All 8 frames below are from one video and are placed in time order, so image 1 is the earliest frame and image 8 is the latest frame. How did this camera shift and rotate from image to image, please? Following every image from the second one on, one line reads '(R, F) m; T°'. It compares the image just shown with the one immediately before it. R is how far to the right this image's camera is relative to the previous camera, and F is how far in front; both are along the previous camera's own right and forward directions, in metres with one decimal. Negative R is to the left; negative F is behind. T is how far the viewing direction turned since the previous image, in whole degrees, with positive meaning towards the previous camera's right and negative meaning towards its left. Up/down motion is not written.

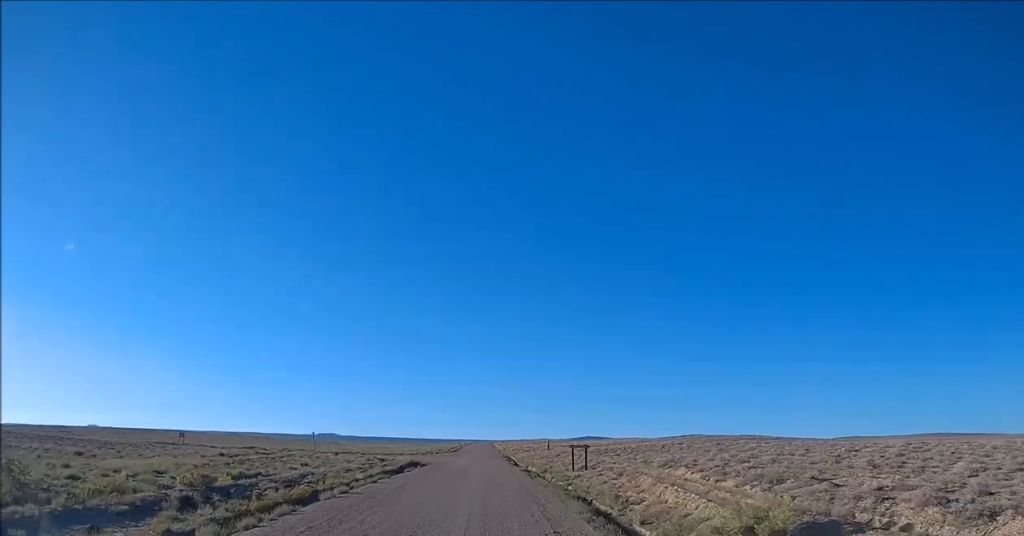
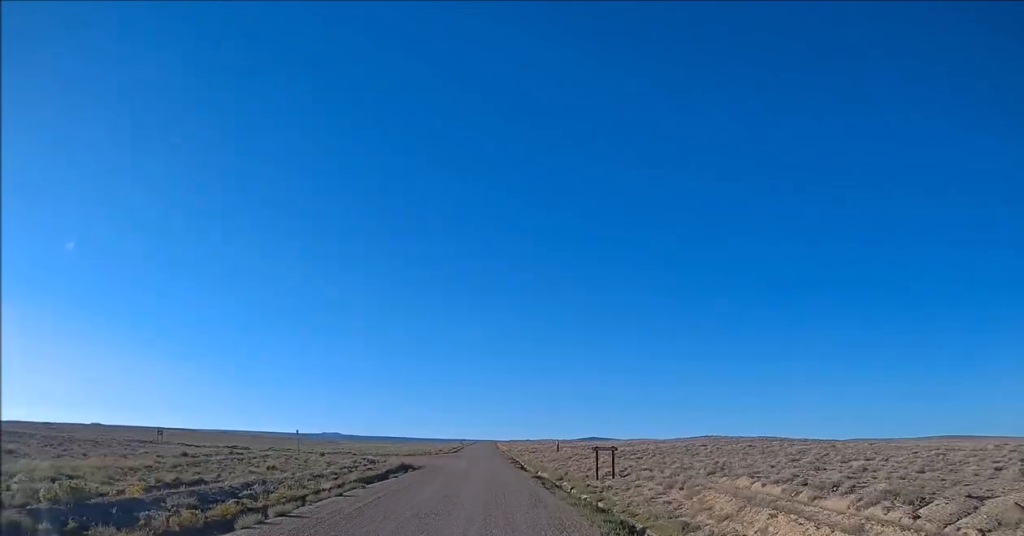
(-0.1, +8.6) m; 0°
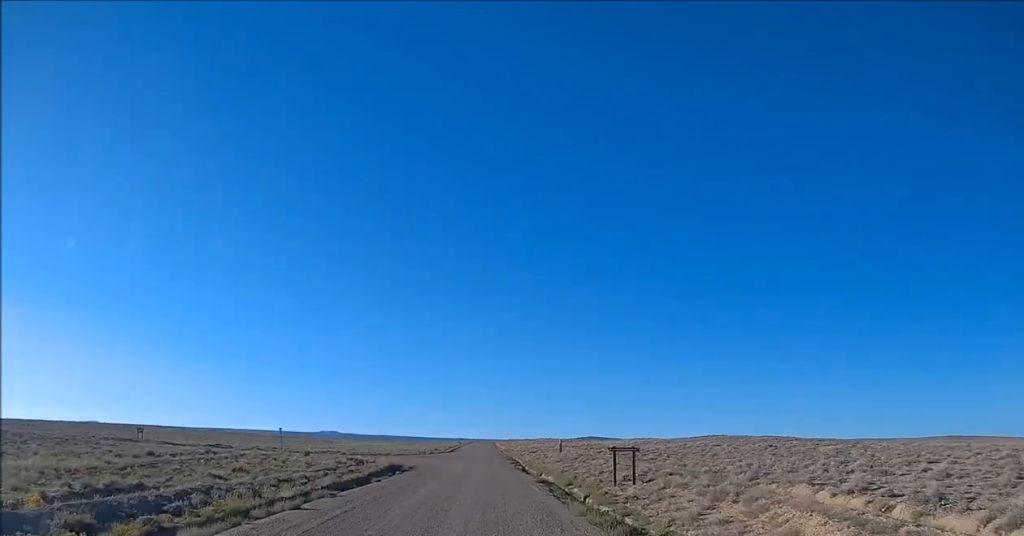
(-0.2, +5.7) m; 0°
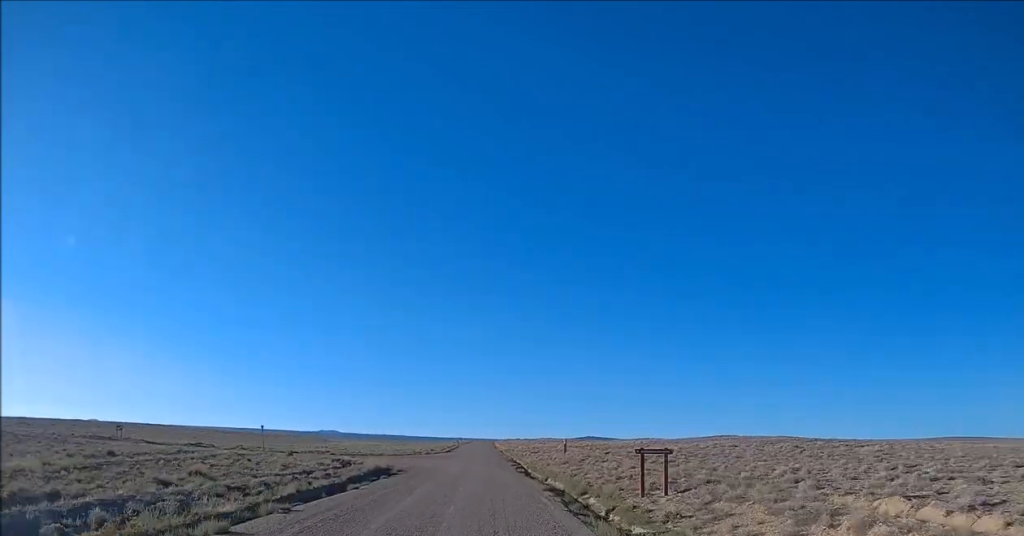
(-0.1, +5.6) m; 0°
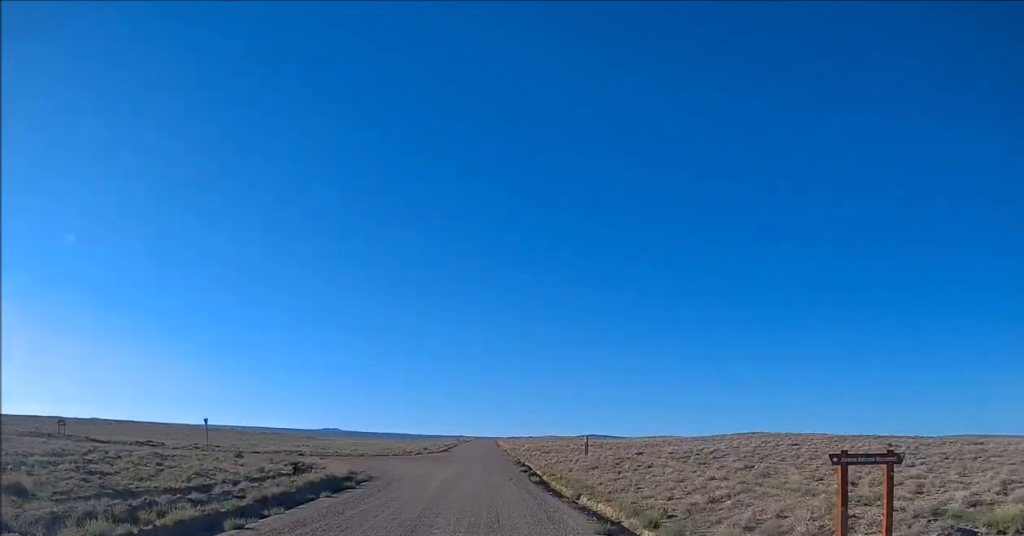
(+0.4, +14.4) m; 0°
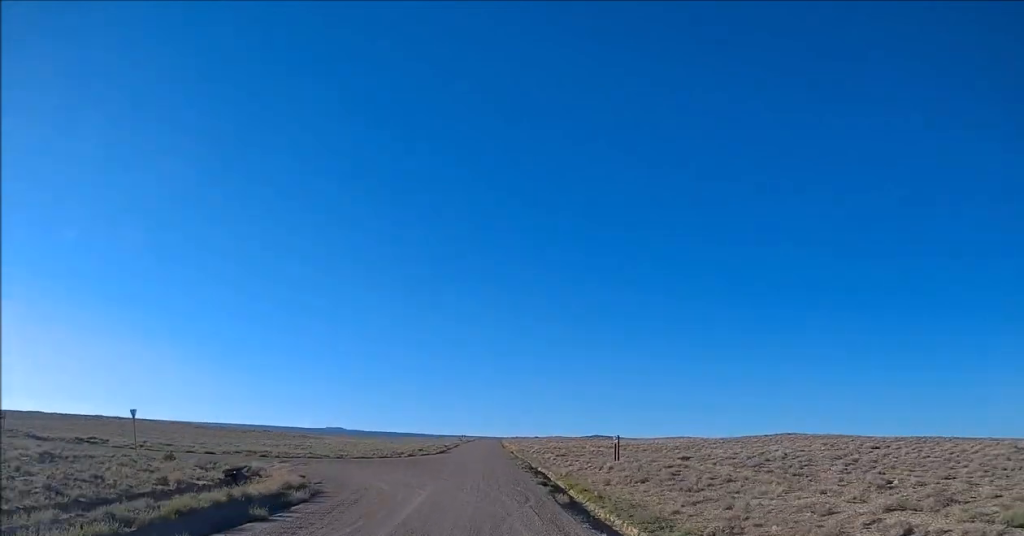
(-0.4, +12.6) m; -2°
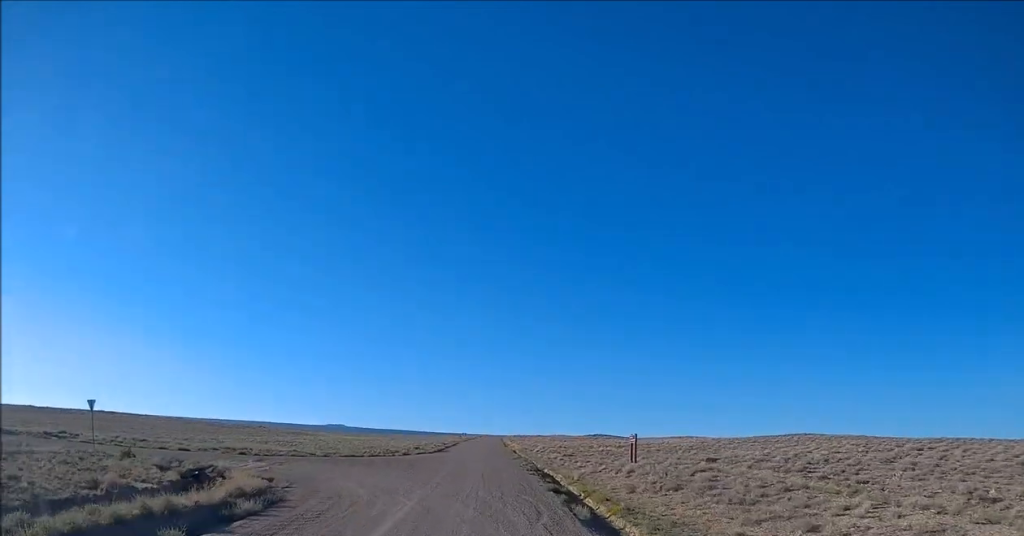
(-0.1, +4.8) m; 0°
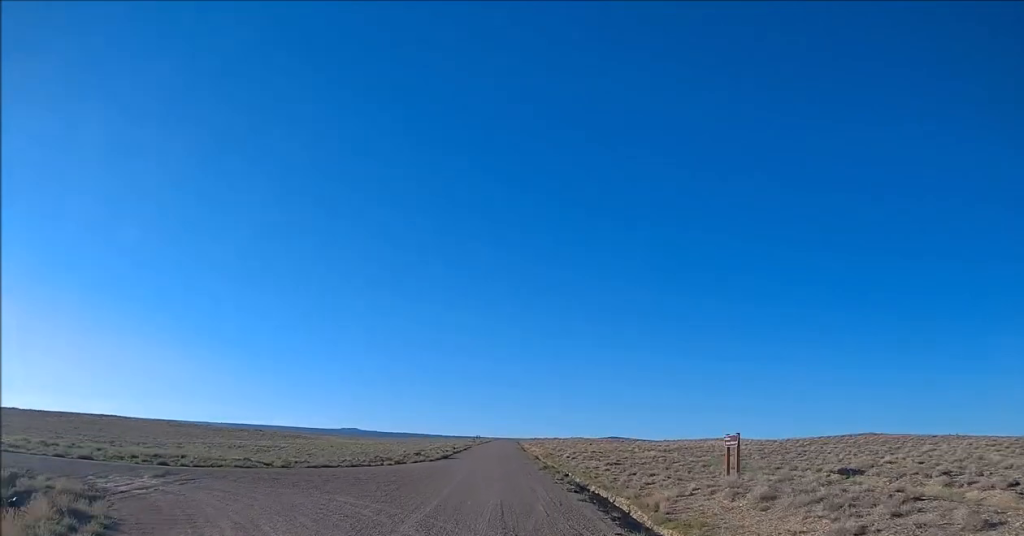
(+0.2, +13.4) m; +2°
